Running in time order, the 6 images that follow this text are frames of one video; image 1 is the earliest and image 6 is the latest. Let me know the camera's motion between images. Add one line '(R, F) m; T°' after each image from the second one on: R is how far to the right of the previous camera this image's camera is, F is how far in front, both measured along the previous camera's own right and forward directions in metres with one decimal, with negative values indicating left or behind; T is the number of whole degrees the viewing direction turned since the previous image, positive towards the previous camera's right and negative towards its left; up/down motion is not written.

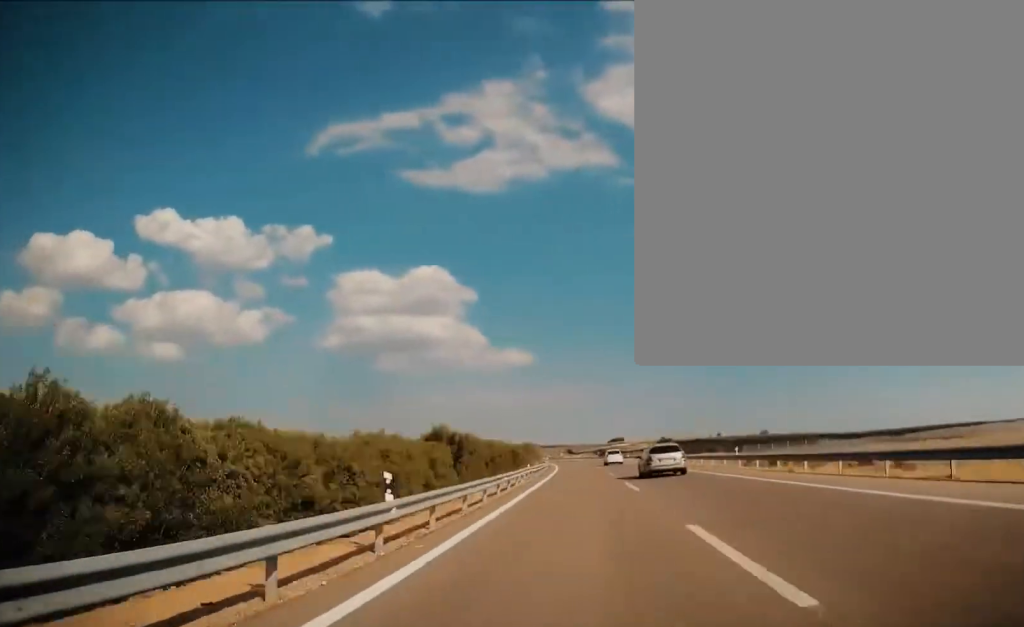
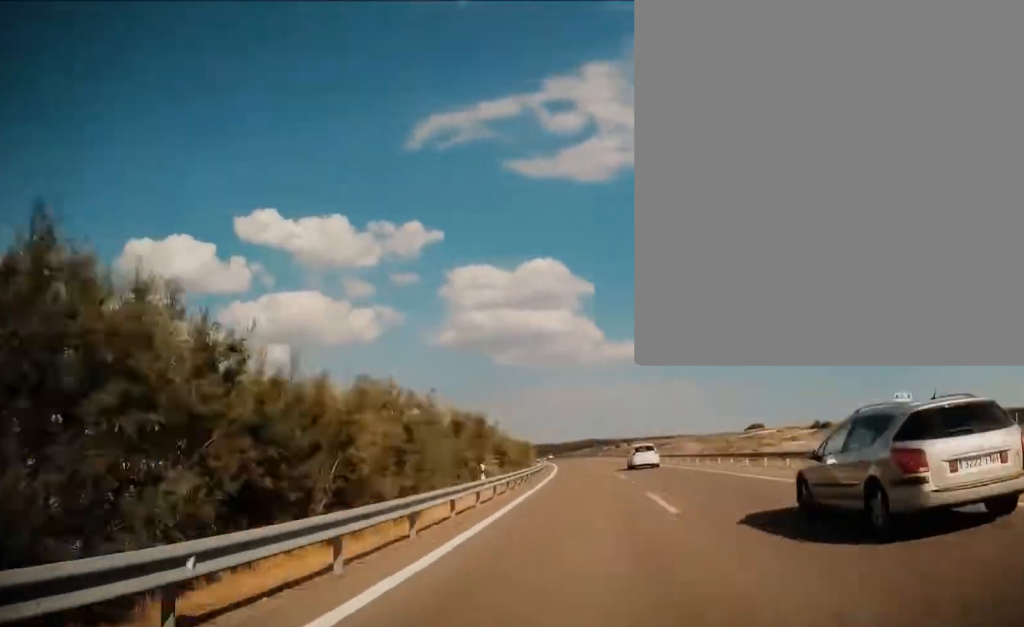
(-11.4, +213.5) m; -9°
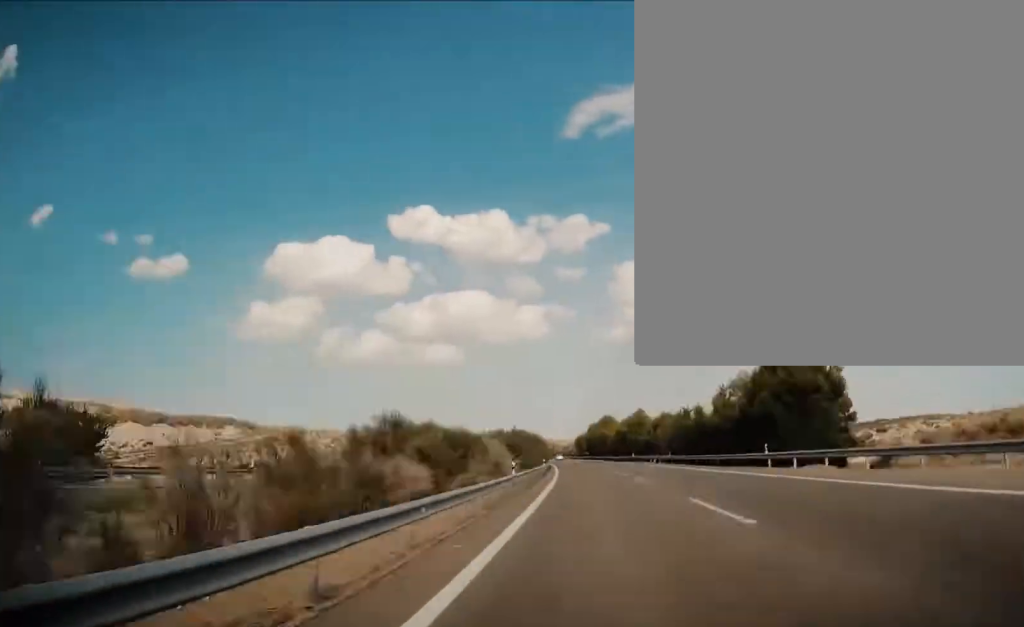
(-46.7, +341.0) m; -14°
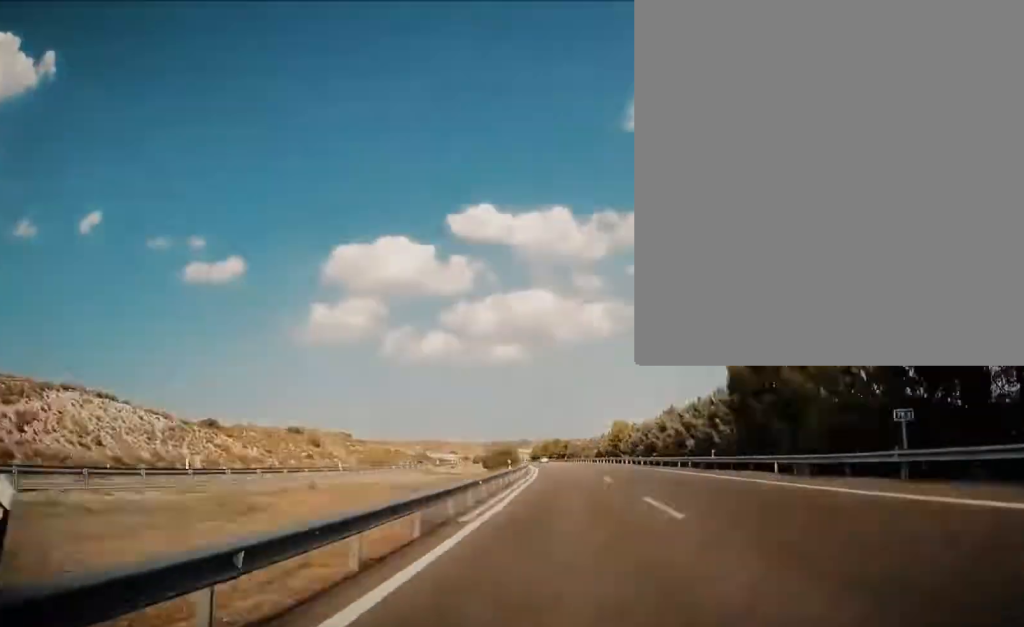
(-11.3, +151.7) m; -5°
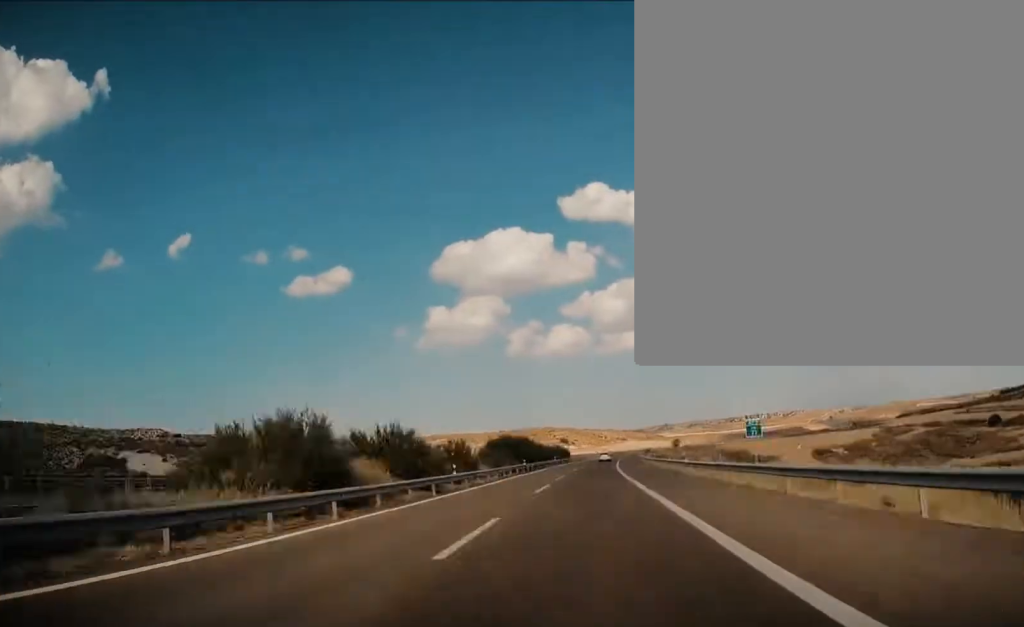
(-31.1, +495.5) m; 0°
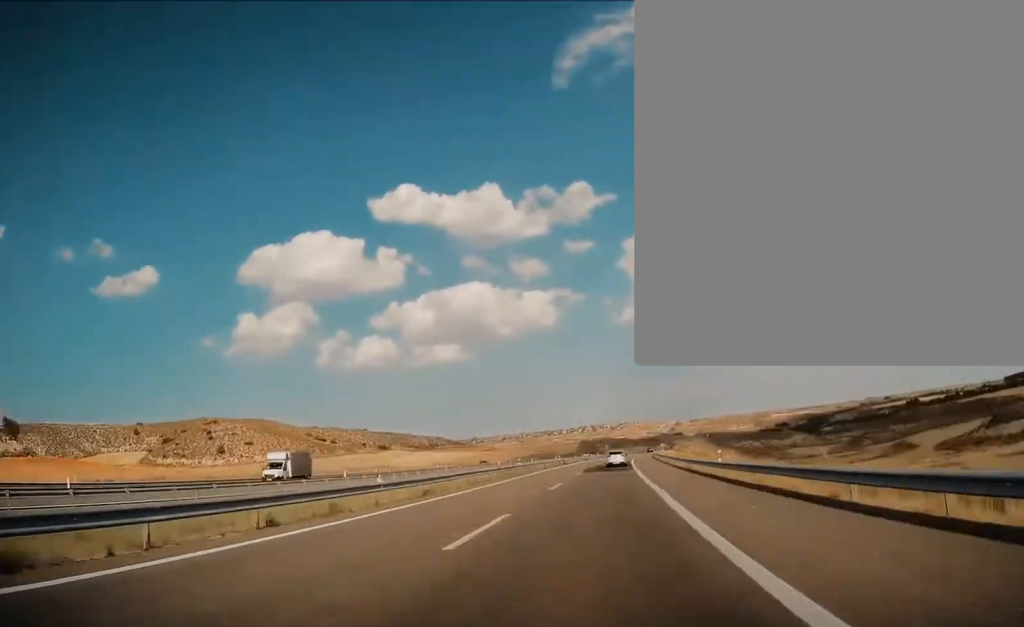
(+48.9, +420.9) m; +15°
